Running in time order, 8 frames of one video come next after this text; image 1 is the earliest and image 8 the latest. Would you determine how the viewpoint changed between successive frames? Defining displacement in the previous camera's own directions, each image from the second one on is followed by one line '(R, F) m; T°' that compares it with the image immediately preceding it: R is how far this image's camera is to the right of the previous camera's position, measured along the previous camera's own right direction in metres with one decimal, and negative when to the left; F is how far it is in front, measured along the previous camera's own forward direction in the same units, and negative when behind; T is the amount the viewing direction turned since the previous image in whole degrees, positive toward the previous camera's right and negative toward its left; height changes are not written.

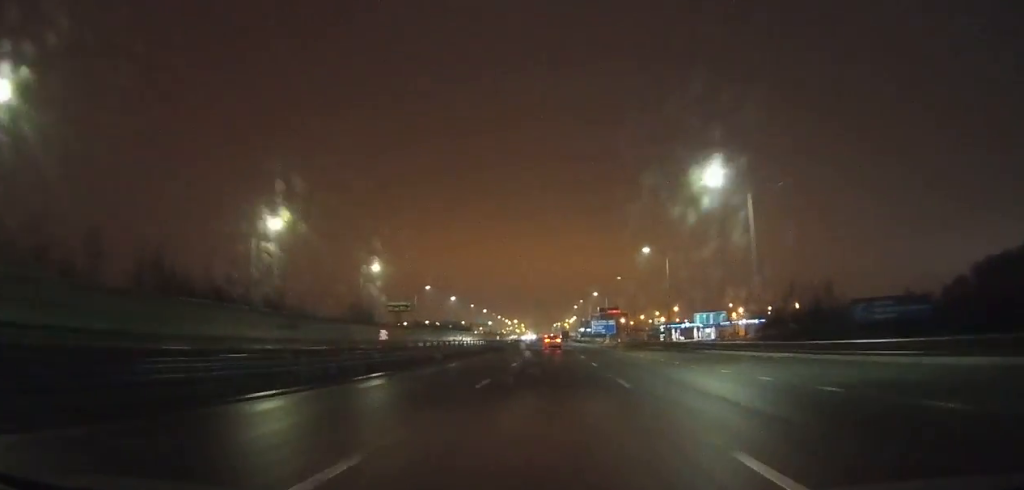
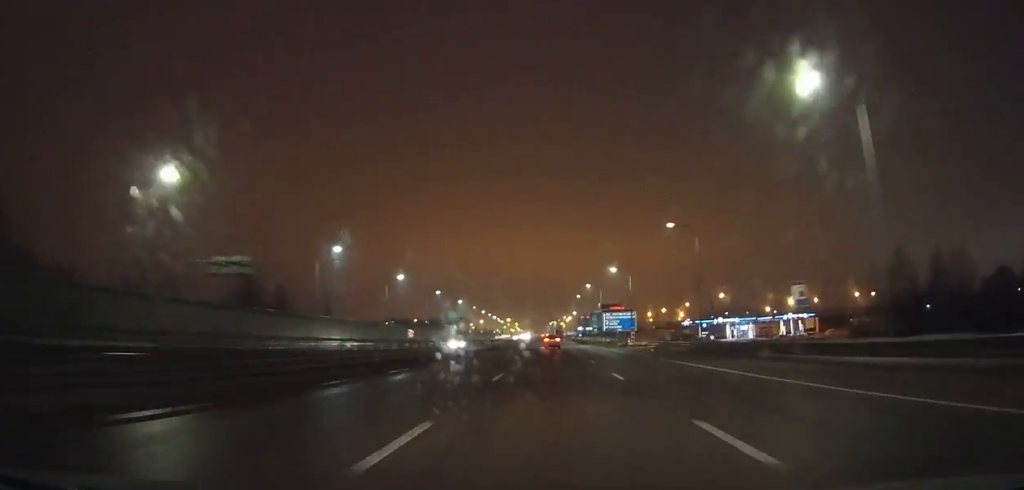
(0.0, +45.5) m; 0°
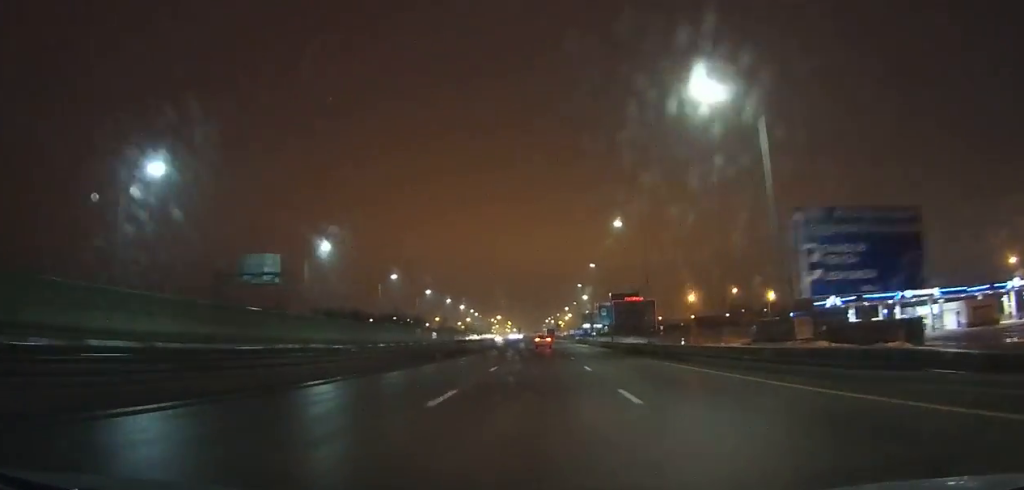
(+0.3, +91.2) m; 0°
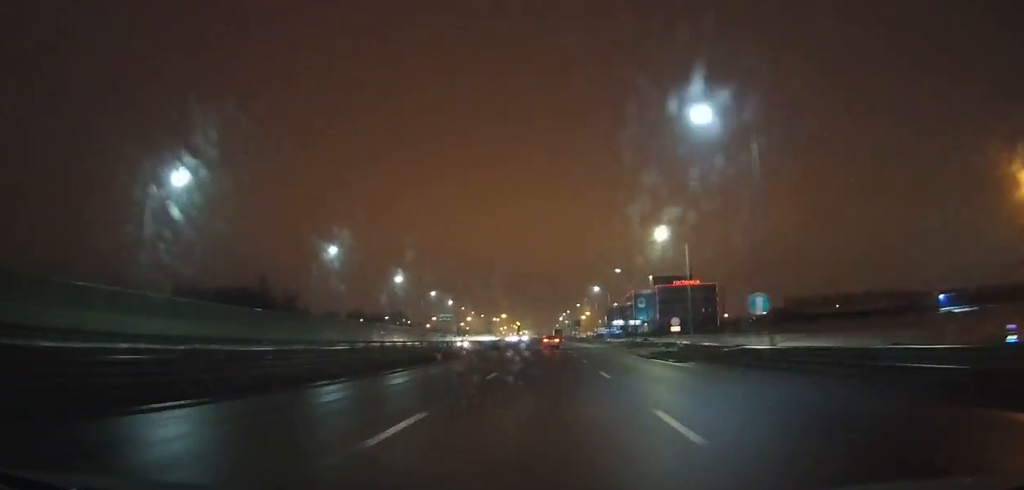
(-0.5, +88.9) m; -1°
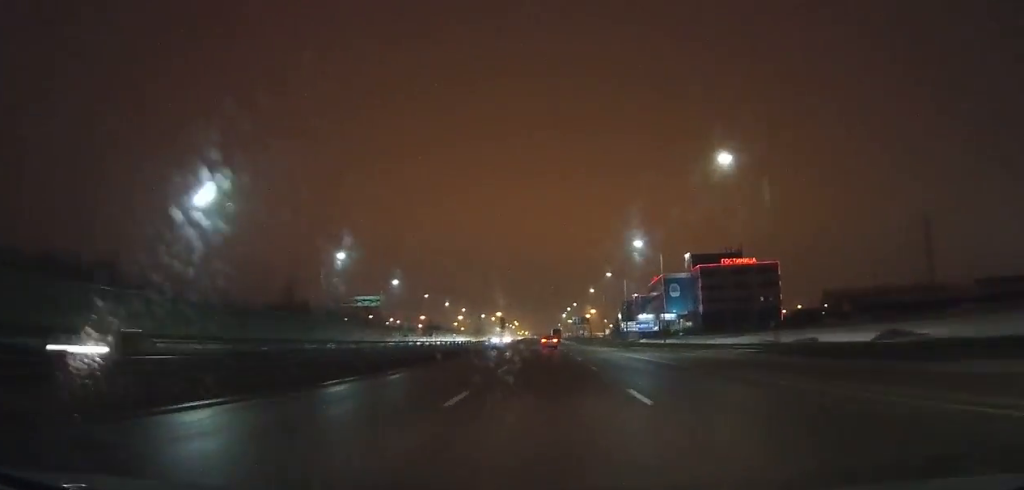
(-0.1, +55.9) m; 0°
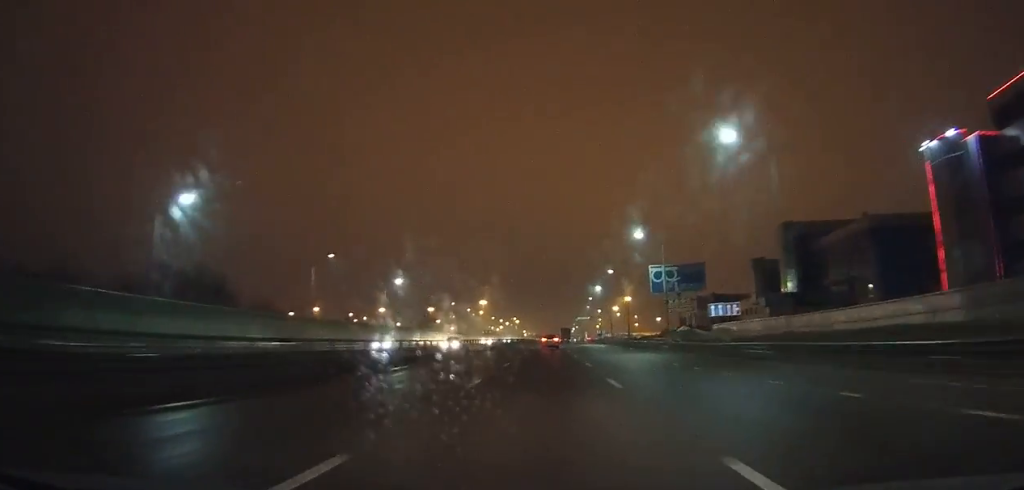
(-0.9, +150.9) m; -1°
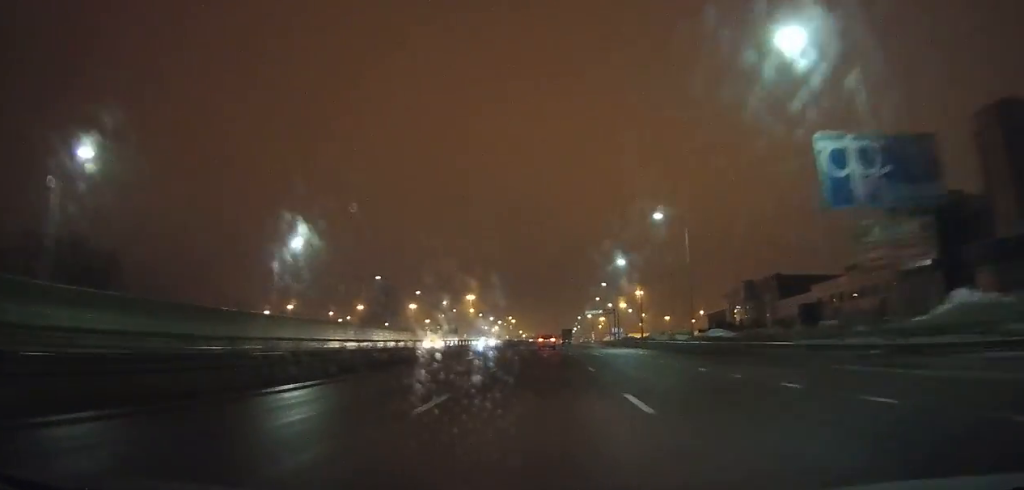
(0.0, +39.7) m; 0°
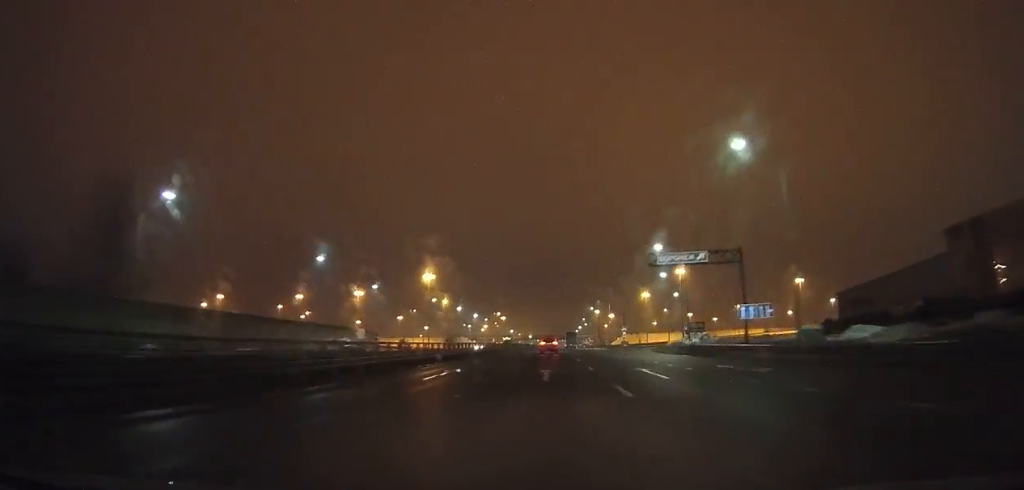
(-0.1, +80.8) m; 0°
